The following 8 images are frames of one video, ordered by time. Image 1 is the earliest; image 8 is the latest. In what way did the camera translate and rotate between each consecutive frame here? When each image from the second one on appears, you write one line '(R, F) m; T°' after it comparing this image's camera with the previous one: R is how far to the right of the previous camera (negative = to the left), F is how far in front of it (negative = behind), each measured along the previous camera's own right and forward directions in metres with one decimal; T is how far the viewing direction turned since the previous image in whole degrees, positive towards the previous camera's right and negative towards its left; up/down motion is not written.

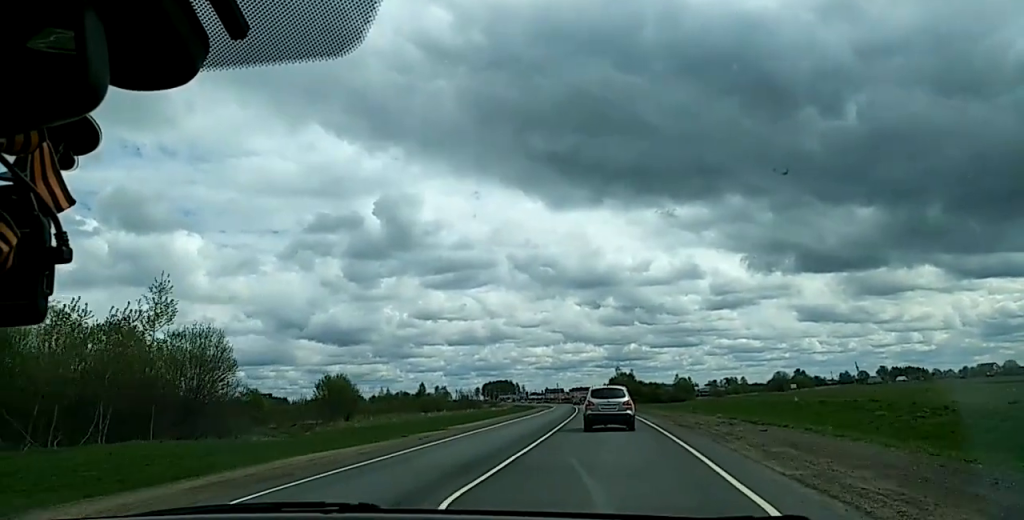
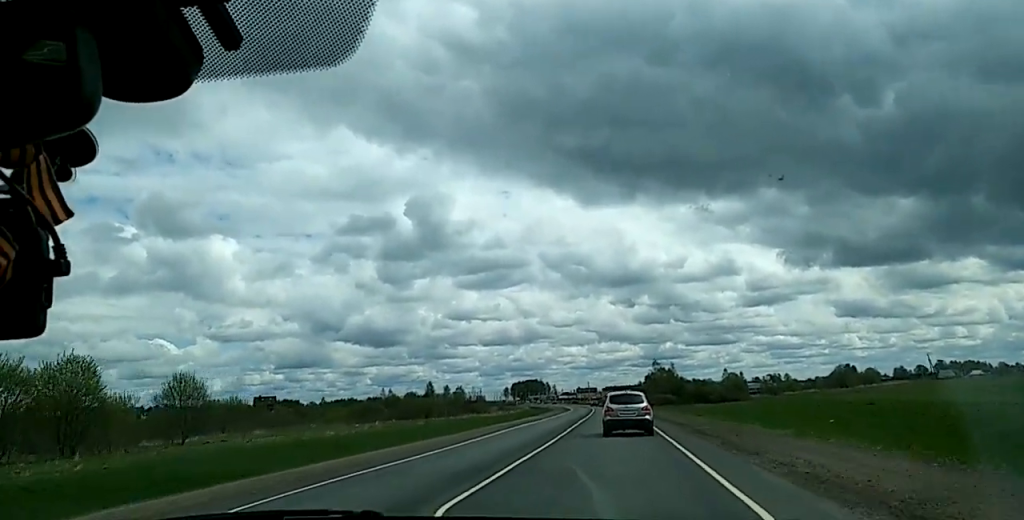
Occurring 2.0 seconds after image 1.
(-0.9, +50.2) m; -2°
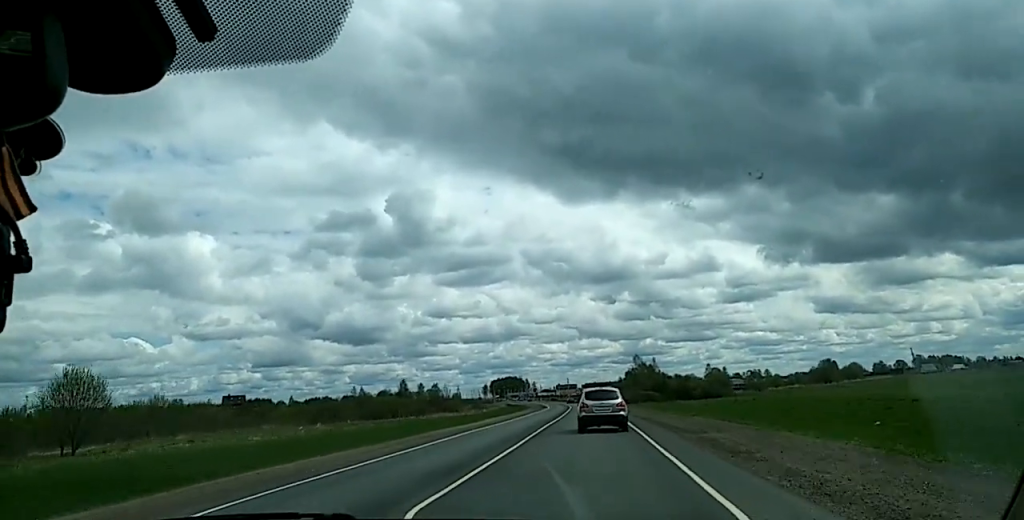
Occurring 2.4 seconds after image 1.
(-0.1, +10.1) m; 0°
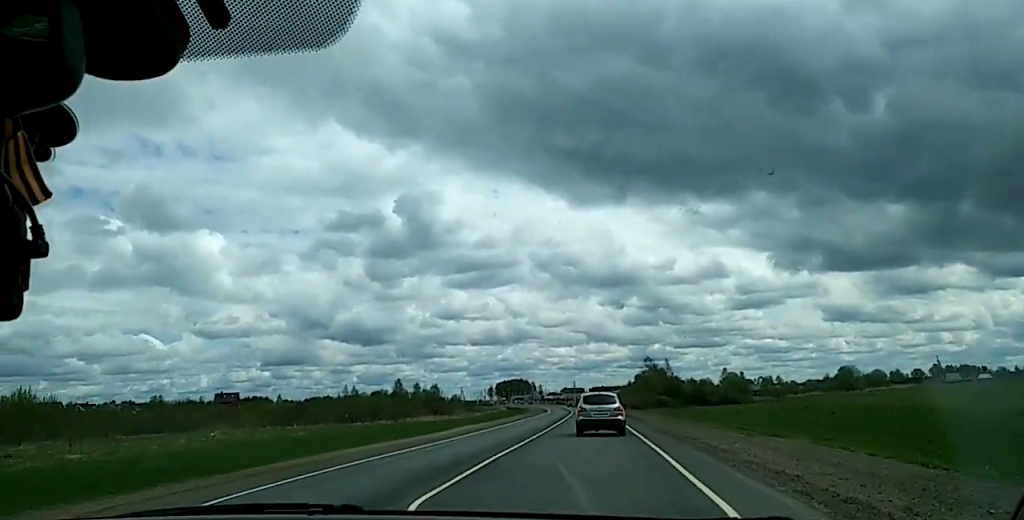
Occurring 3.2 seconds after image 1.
(-0.2, +20.1) m; 0°
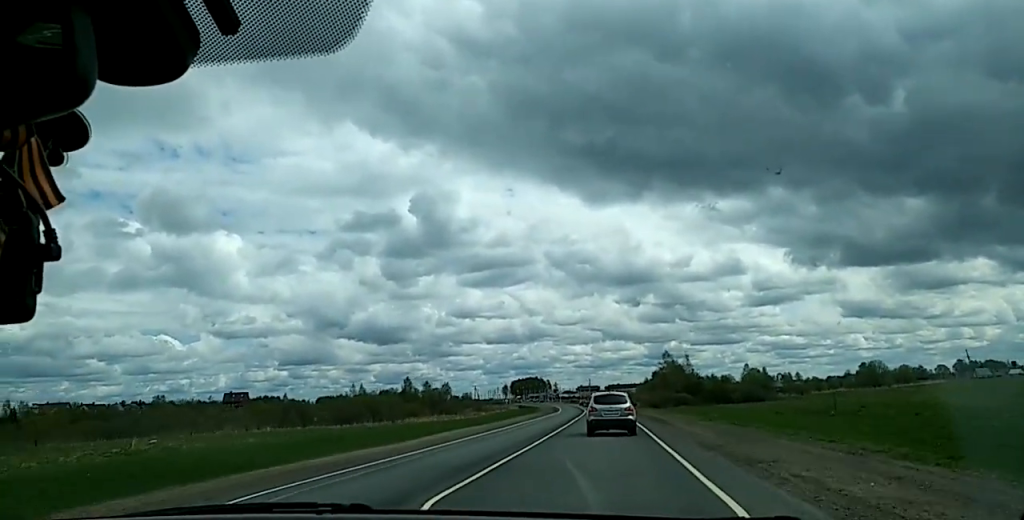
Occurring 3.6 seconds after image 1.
(+0.1, +10.1) m; 0°
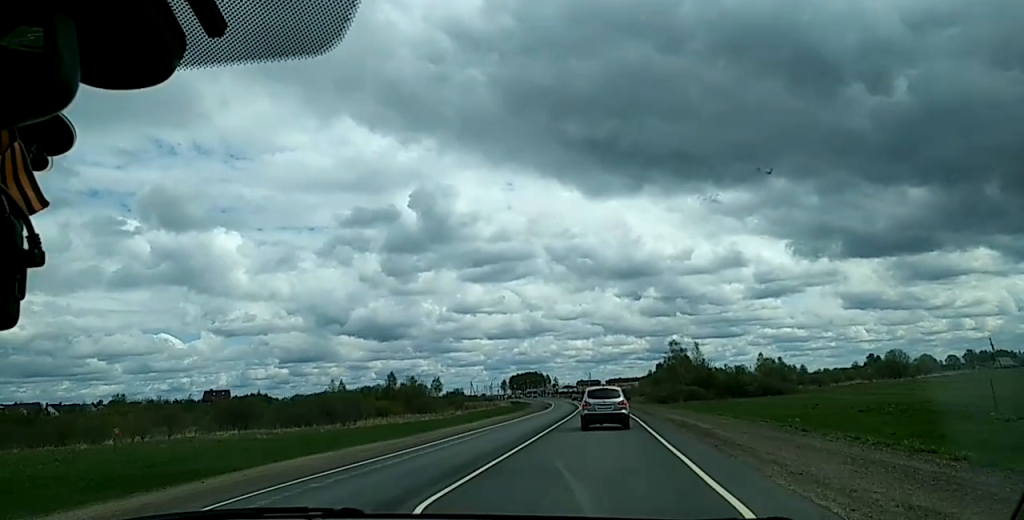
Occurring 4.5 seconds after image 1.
(-0.2, +22.1) m; -1°
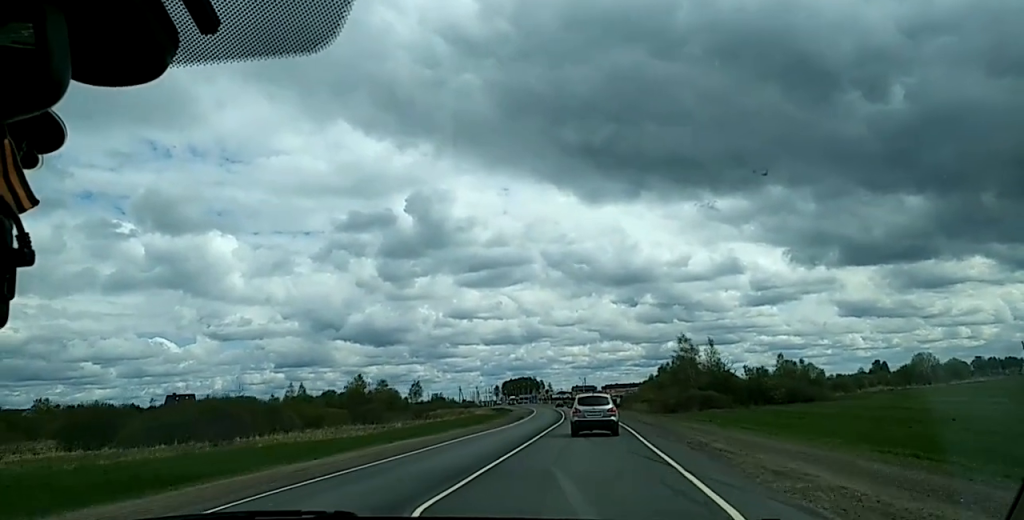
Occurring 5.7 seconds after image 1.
(-0.2, +31.1) m; 0°
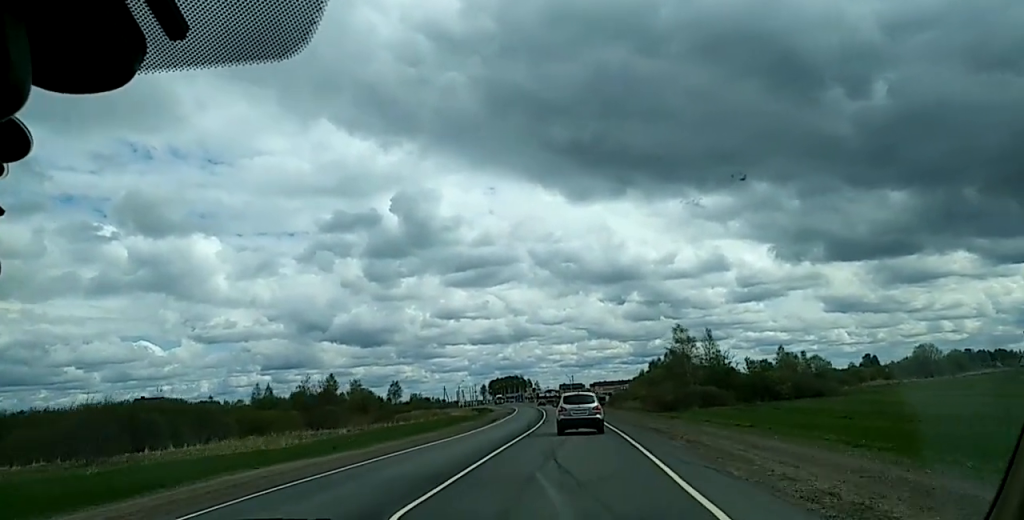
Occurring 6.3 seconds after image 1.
(+0.1, +14.1) m; 0°
